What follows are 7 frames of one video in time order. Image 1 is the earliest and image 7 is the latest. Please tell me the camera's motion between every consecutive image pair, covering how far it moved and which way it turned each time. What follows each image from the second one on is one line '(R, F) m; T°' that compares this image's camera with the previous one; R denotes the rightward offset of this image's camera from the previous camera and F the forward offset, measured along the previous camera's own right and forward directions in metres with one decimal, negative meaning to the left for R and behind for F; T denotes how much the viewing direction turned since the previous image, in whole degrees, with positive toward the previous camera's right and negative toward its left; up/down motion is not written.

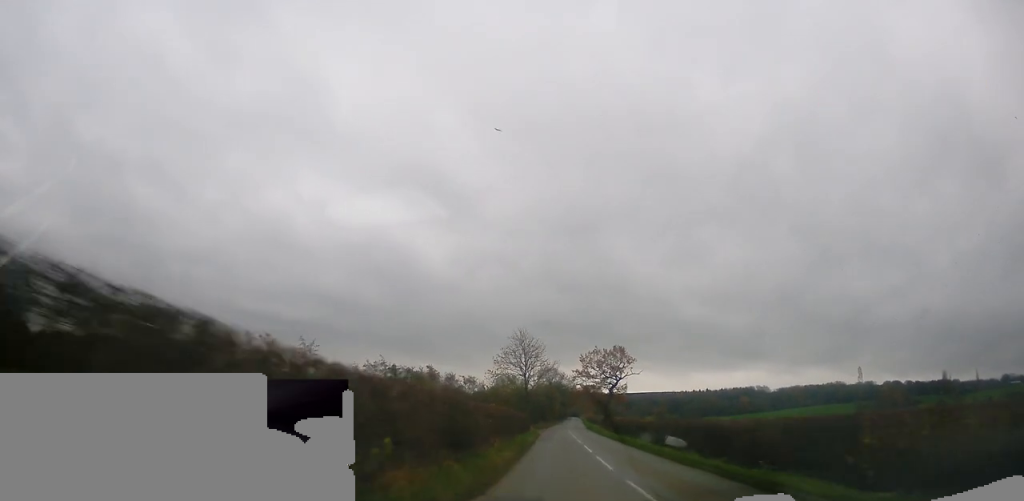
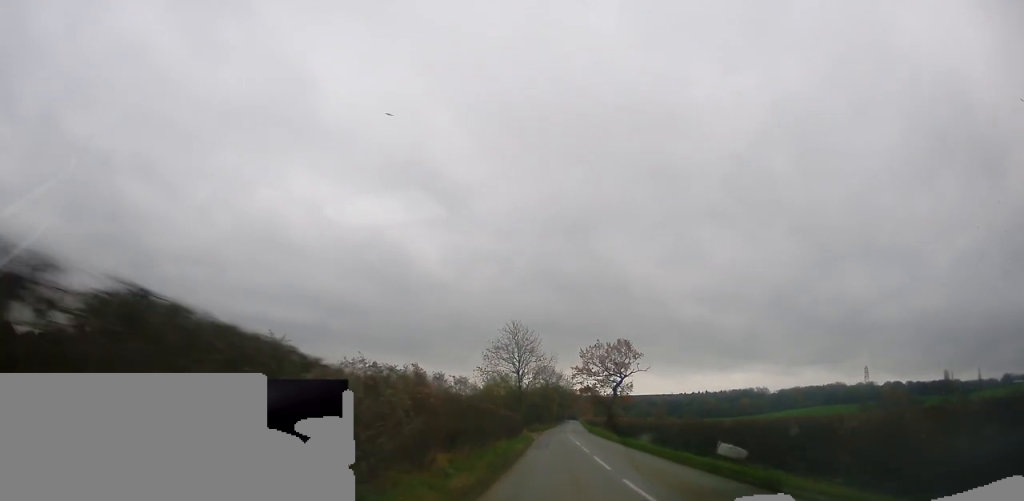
(-0.2, +9.2) m; +1°
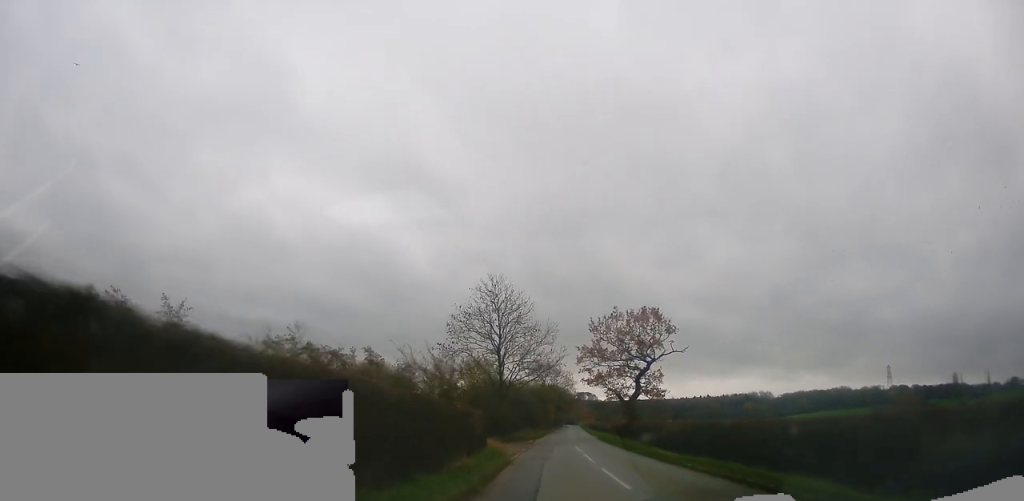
(+0.5, +22.7) m; 0°
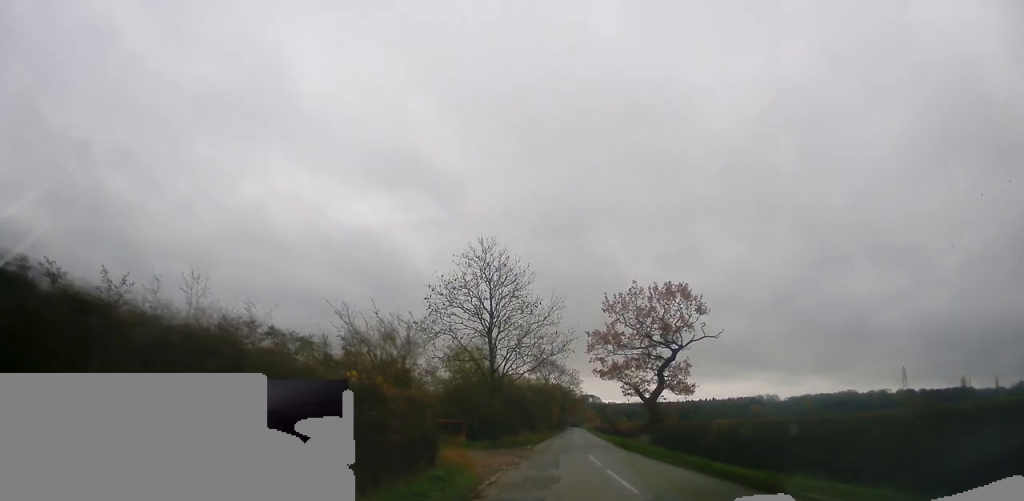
(-0.2, +9.9) m; 0°
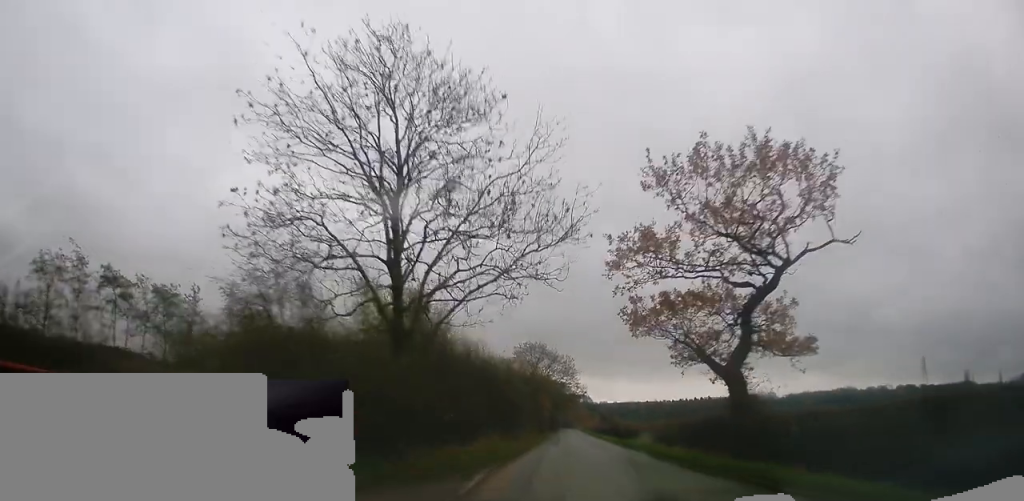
(+0.2, +21.6) m; 0°
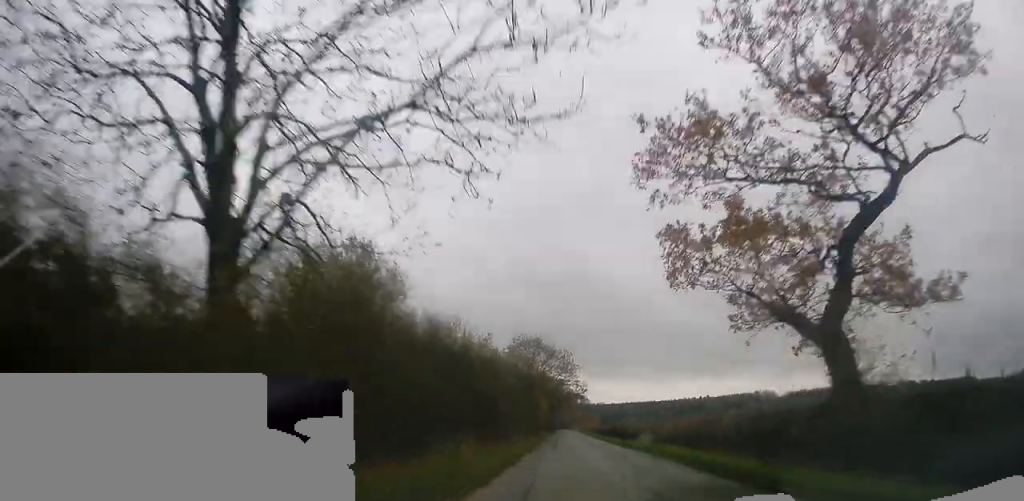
(-0.1, +8.6) m; 0°
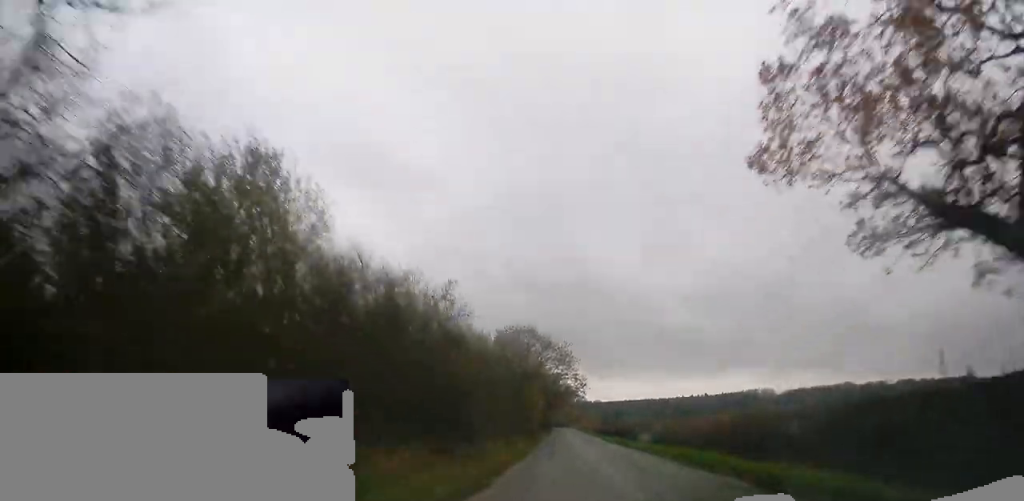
(-0.1, +7.8) m; 0°
